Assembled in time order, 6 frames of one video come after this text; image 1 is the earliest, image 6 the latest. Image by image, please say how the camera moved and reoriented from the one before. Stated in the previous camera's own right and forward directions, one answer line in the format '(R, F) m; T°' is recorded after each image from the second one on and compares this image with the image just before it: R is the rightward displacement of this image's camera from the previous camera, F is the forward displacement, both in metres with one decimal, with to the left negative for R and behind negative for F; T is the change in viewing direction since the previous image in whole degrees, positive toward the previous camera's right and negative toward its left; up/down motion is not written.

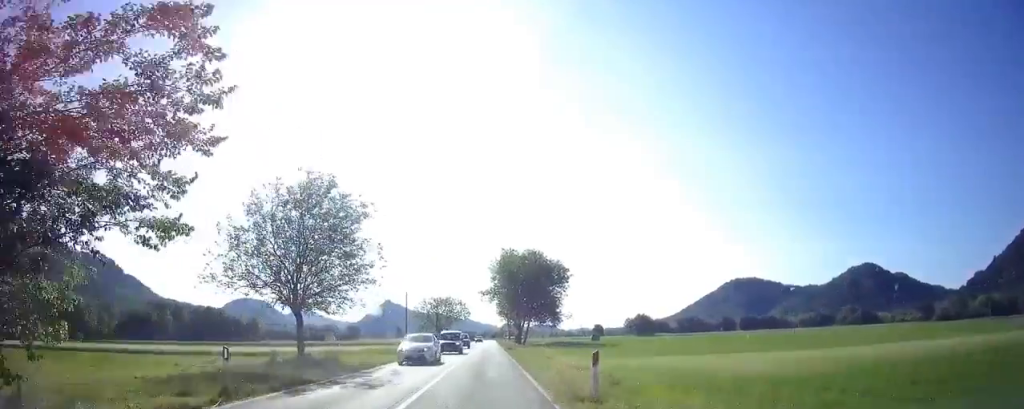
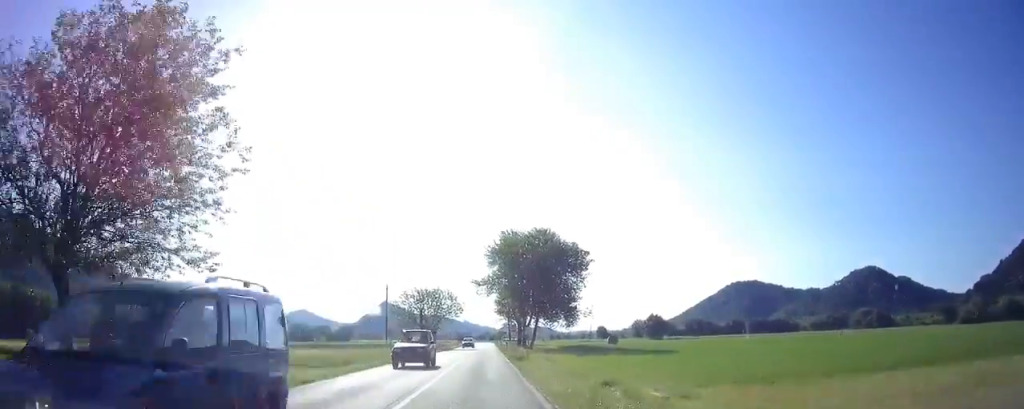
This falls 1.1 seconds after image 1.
(-0.4, +17.6) m; -3°
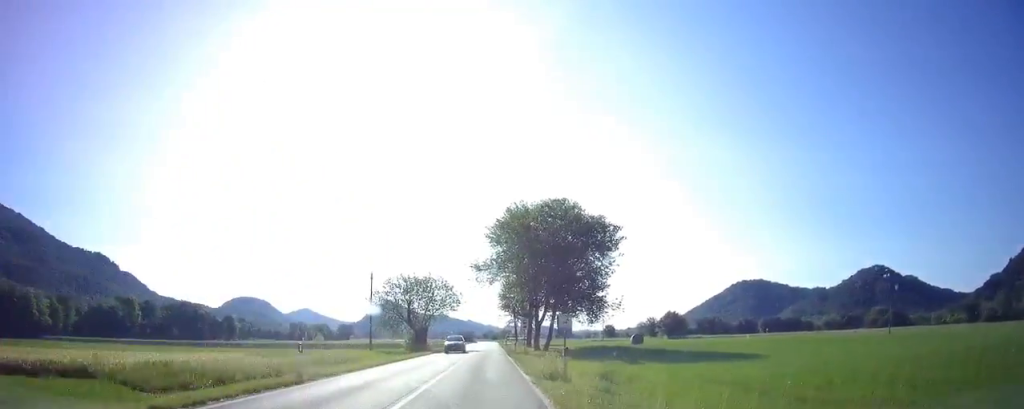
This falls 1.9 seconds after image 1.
(-0.3, +12.9) m; 0°
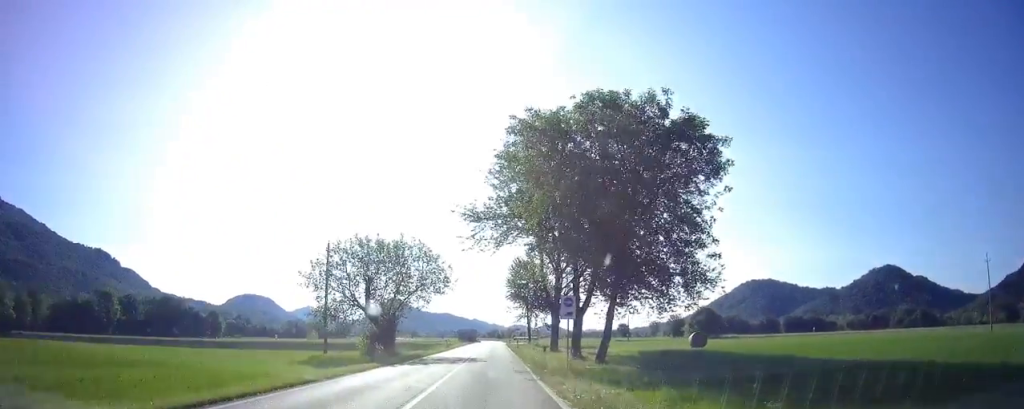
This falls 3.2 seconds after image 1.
(+0.4, +20.9) m; +2°
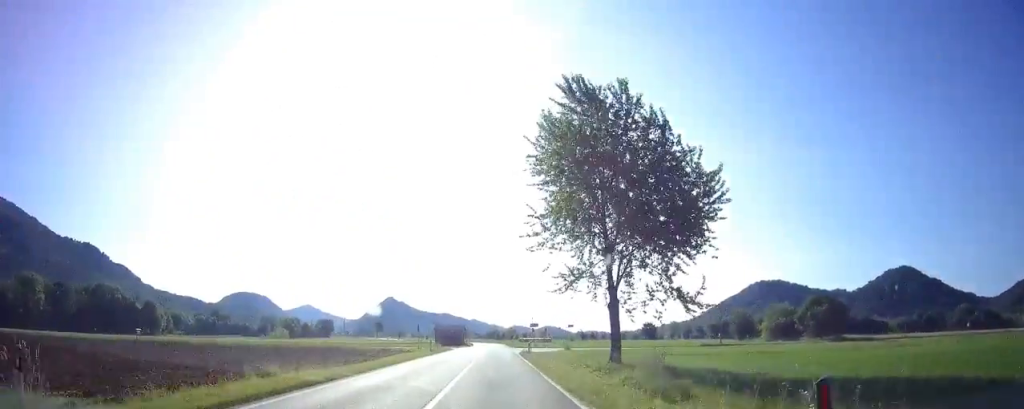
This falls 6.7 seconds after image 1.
(-0.9, +47.9) m; 0°
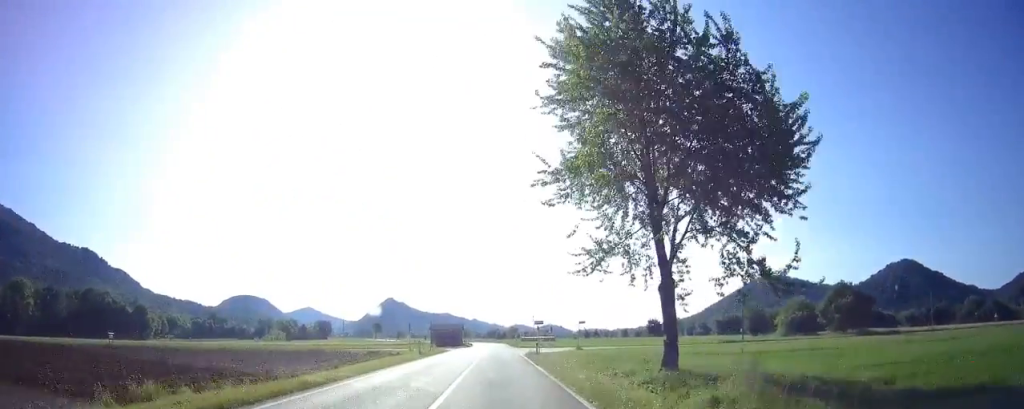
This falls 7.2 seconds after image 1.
(0.0, +5.8) m; 0°
